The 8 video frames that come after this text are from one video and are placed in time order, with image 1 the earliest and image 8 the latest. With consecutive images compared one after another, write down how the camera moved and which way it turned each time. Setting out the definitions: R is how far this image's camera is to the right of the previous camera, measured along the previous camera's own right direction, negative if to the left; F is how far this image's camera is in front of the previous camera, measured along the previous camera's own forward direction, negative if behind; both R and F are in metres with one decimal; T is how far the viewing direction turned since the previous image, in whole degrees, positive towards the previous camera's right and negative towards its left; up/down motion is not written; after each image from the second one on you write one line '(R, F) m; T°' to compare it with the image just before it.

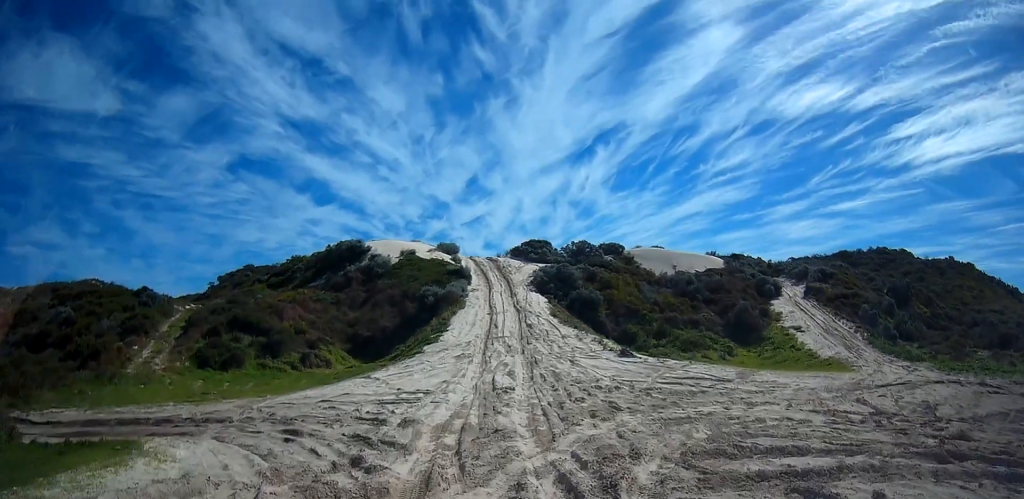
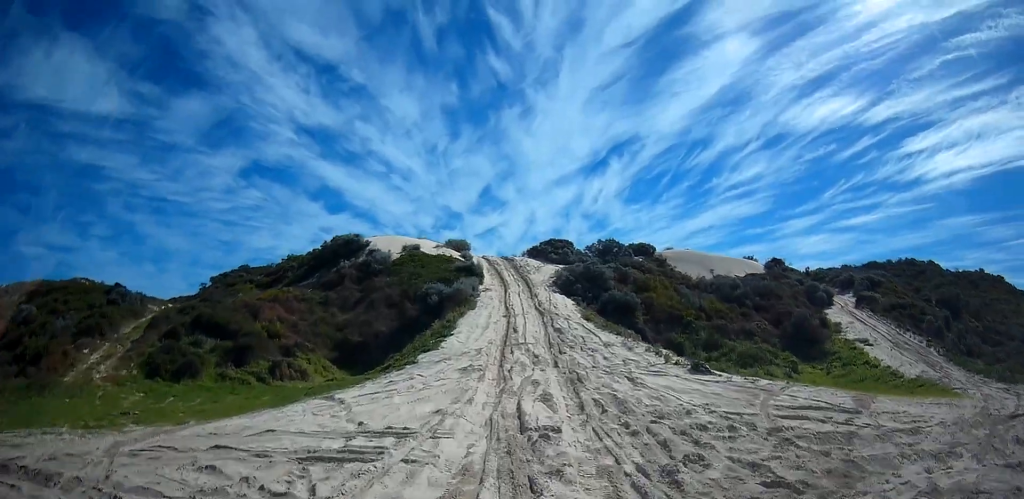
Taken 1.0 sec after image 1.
(-0.1, +6.4) m; +1°
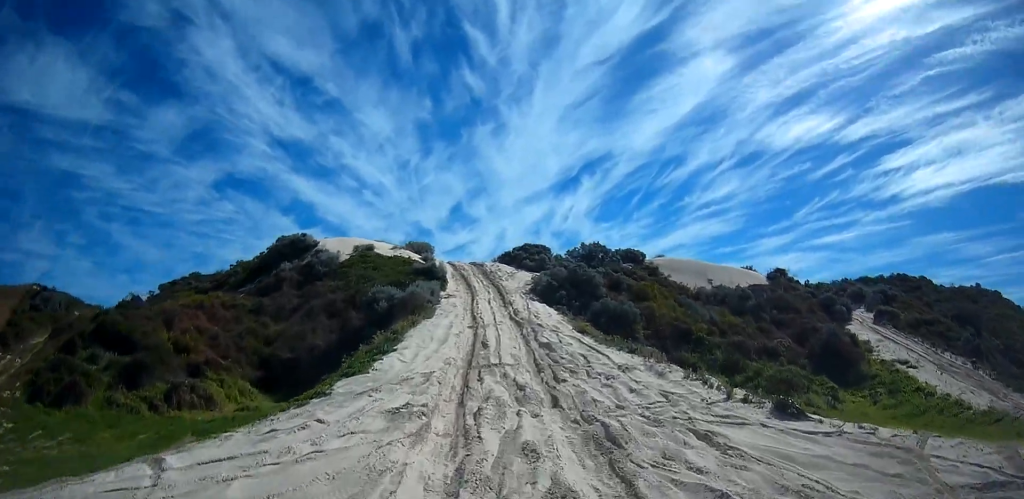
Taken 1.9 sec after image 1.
(+0.1, +6.5) m; +2°
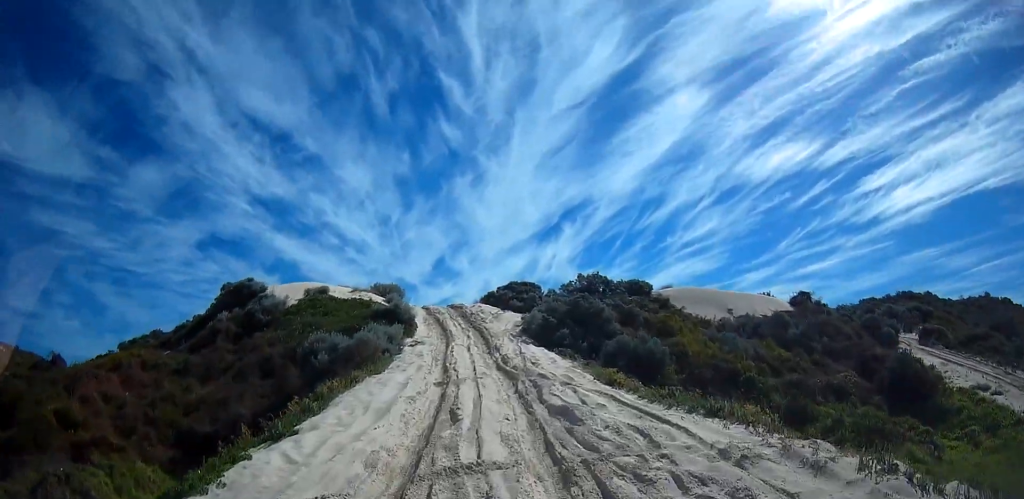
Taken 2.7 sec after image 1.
(+0.1, +7.0) m; 0°
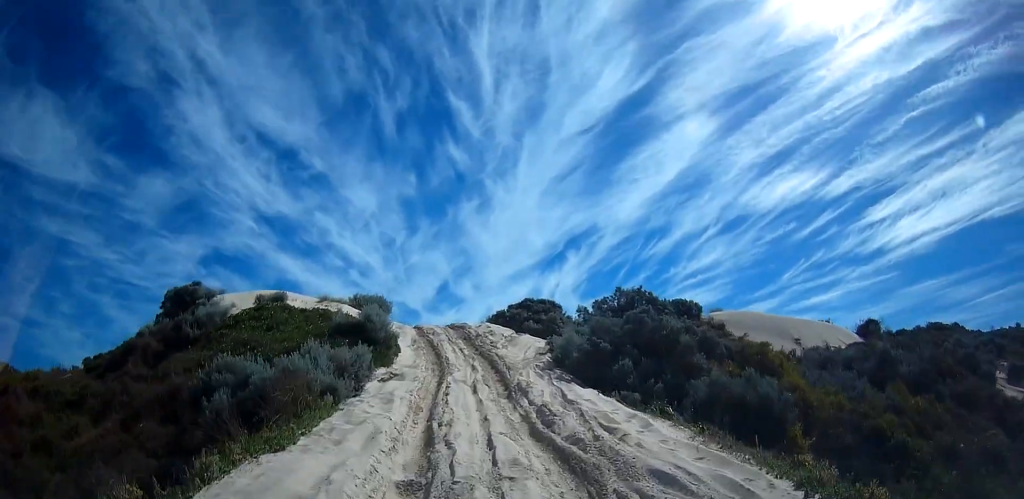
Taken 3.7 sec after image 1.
(-0.1, +8.7) m; +1°
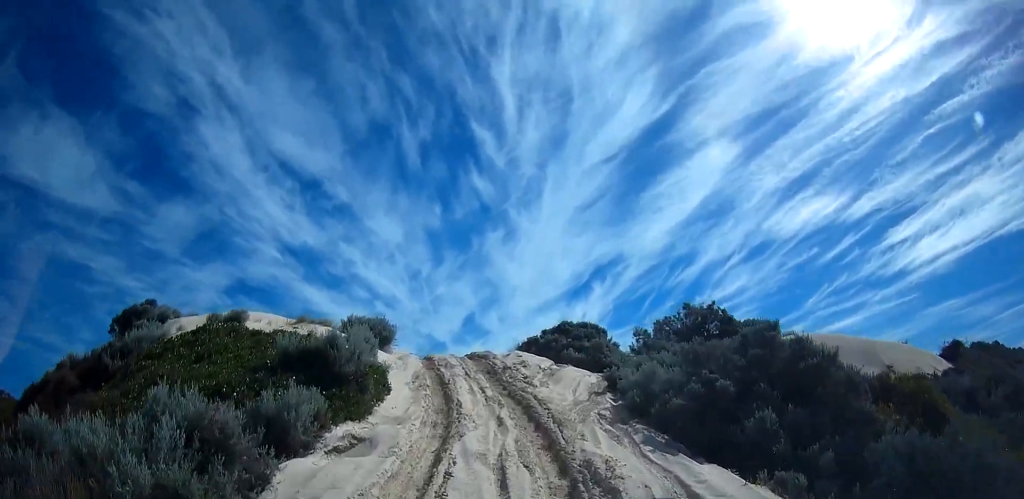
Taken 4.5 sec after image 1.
(0.0, +6.8) m; +1°
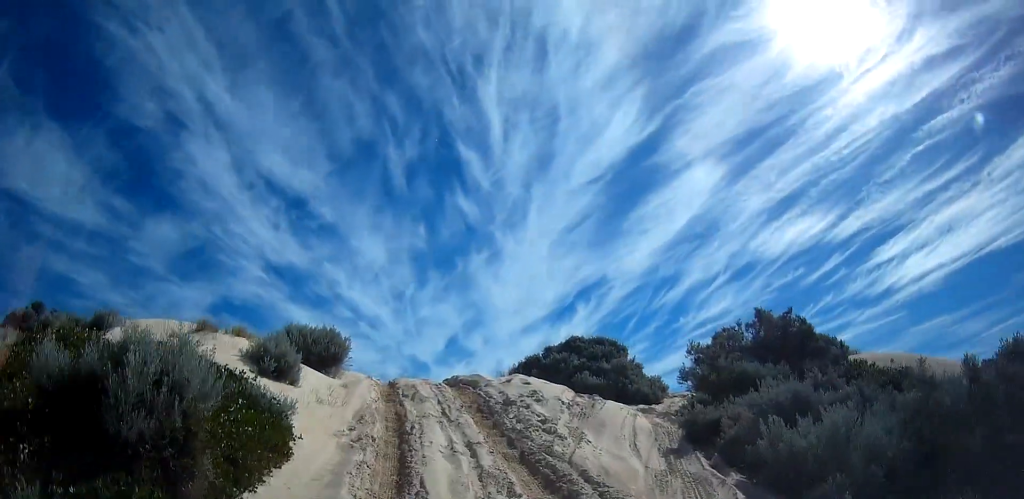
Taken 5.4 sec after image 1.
(+0.4, +6.7) m; -2°
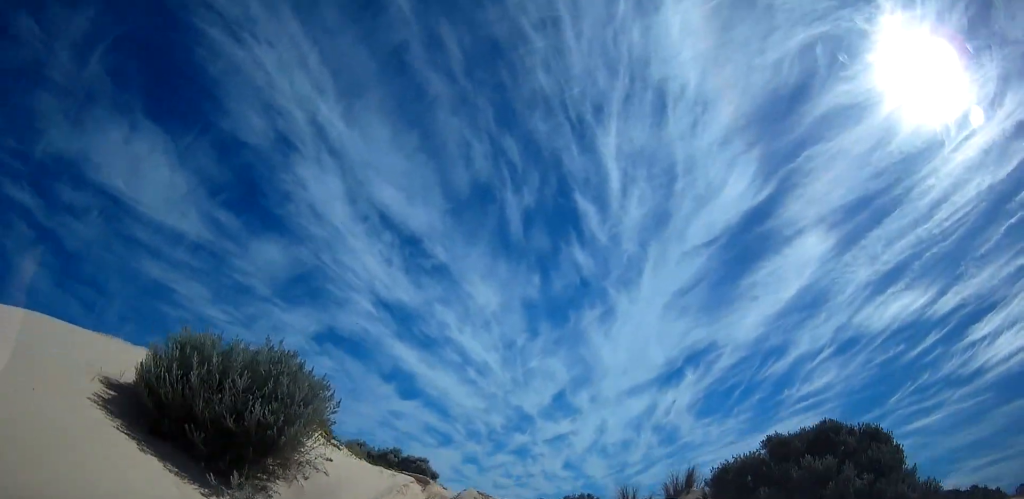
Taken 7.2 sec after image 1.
(-1.1, +11.7) m; -5°
